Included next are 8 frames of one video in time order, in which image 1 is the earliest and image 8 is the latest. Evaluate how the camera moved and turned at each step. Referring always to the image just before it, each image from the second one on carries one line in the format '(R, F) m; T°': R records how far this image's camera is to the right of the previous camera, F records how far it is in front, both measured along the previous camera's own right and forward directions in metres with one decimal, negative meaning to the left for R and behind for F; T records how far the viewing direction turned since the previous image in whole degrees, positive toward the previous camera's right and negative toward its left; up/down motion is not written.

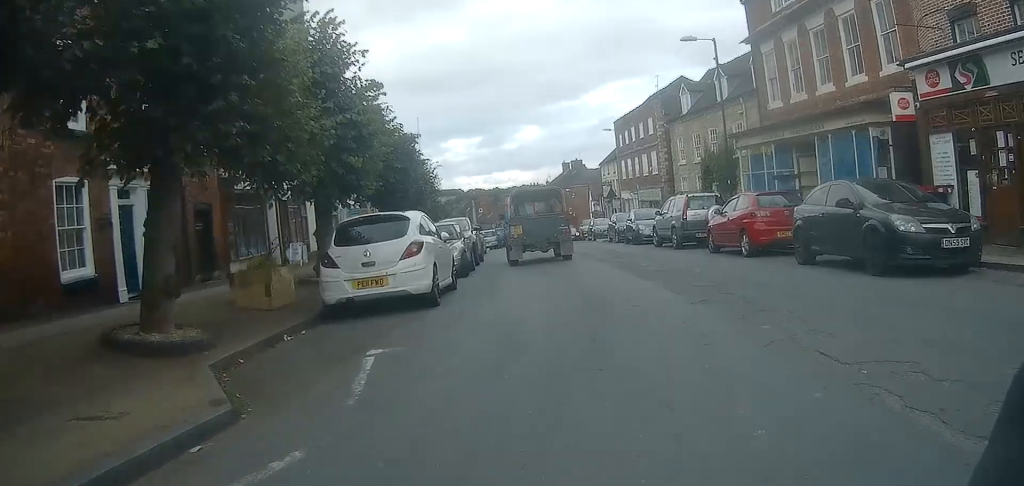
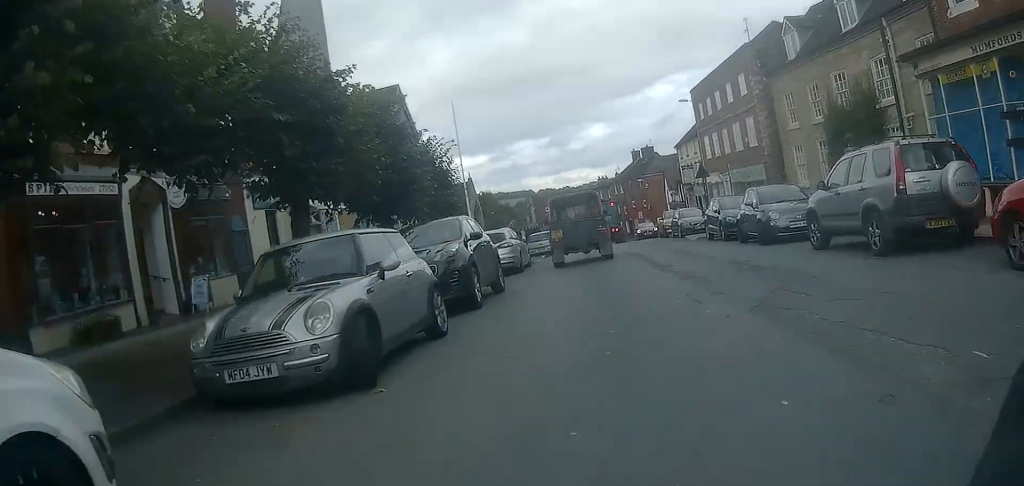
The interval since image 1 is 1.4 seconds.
(-0.6, +10.0) m; -9°
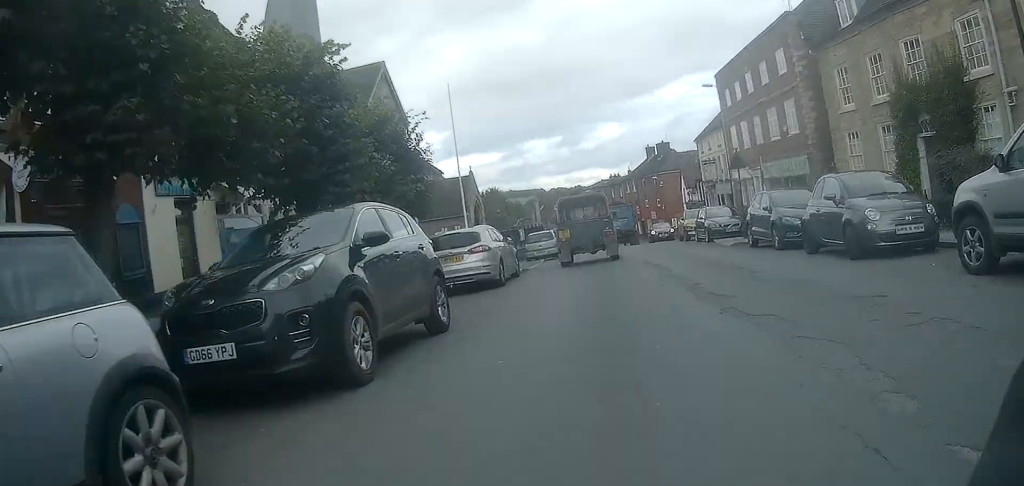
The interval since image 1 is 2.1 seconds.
(-0.2, +5.4) m; -2°
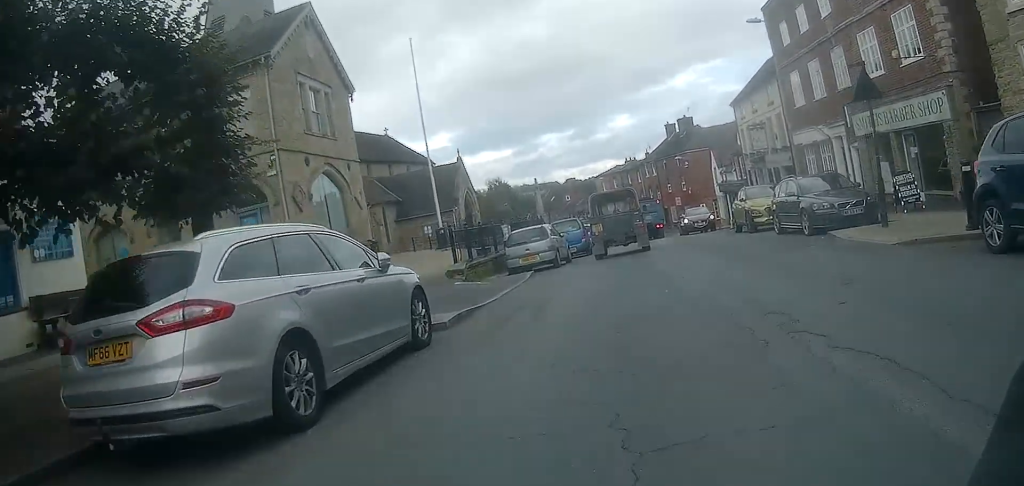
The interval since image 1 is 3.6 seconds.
(0.0, +10.6) m; +2°
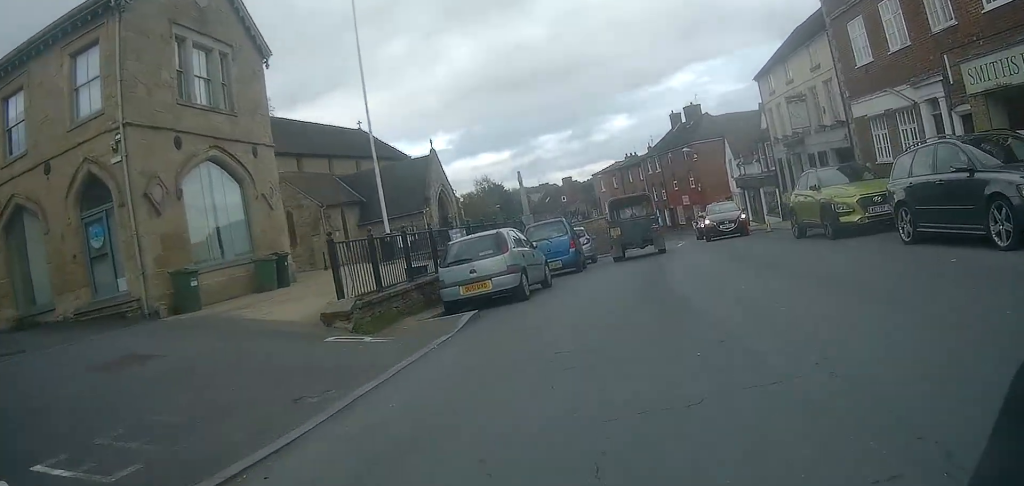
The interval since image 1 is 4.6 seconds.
(0.0, +7.8) m; -2°
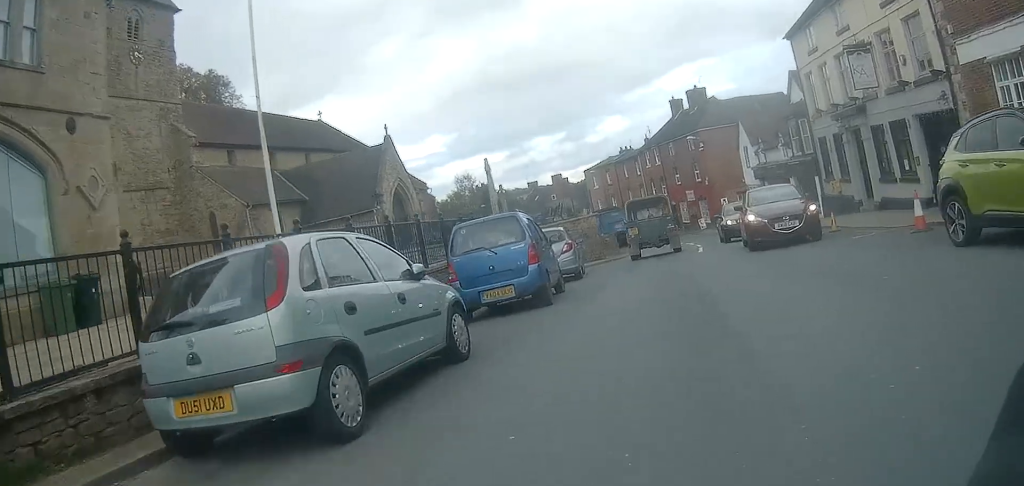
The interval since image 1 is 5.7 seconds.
(-0.2, +8.1) m; +2°
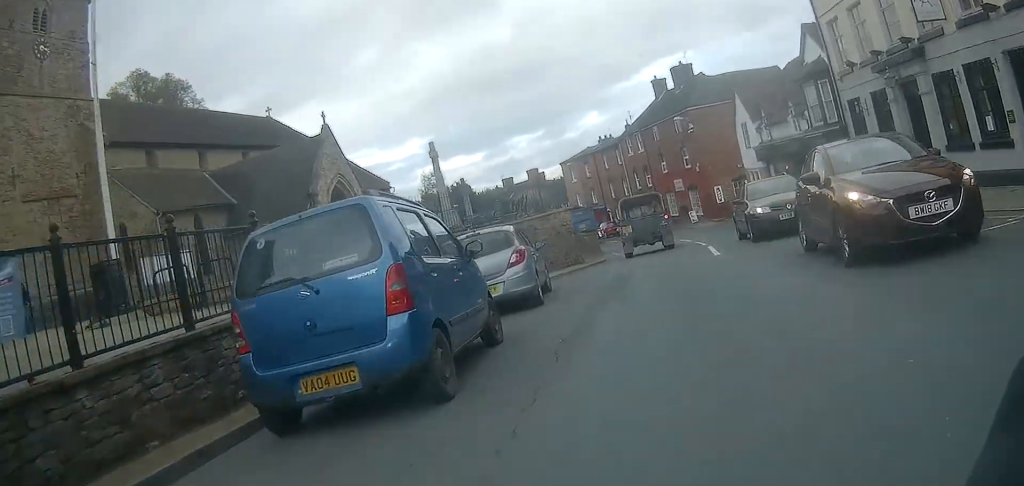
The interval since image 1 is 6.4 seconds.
(+0.3, +5.9) m; +4°
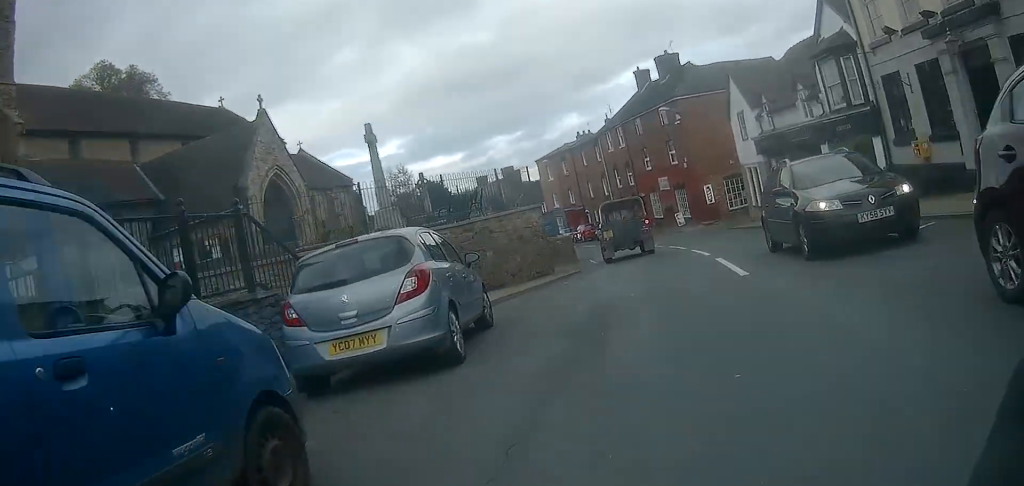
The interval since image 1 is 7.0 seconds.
(+0.1, +4.6) m; +1°
